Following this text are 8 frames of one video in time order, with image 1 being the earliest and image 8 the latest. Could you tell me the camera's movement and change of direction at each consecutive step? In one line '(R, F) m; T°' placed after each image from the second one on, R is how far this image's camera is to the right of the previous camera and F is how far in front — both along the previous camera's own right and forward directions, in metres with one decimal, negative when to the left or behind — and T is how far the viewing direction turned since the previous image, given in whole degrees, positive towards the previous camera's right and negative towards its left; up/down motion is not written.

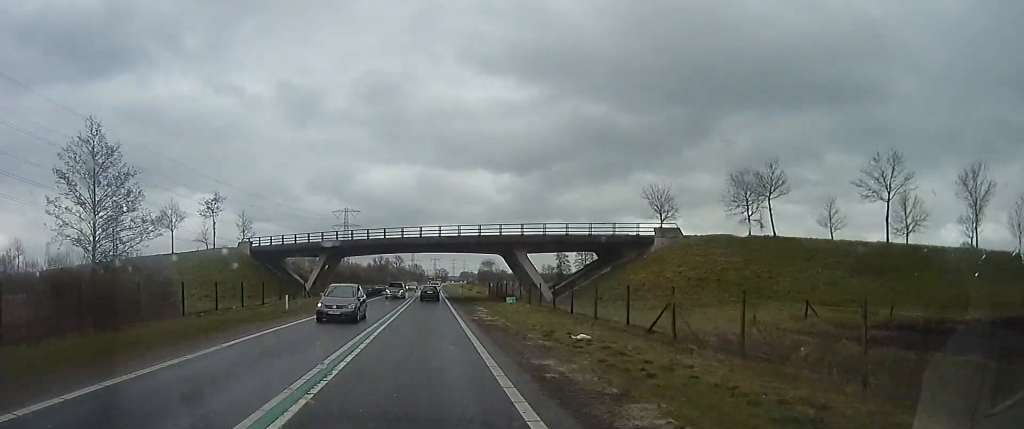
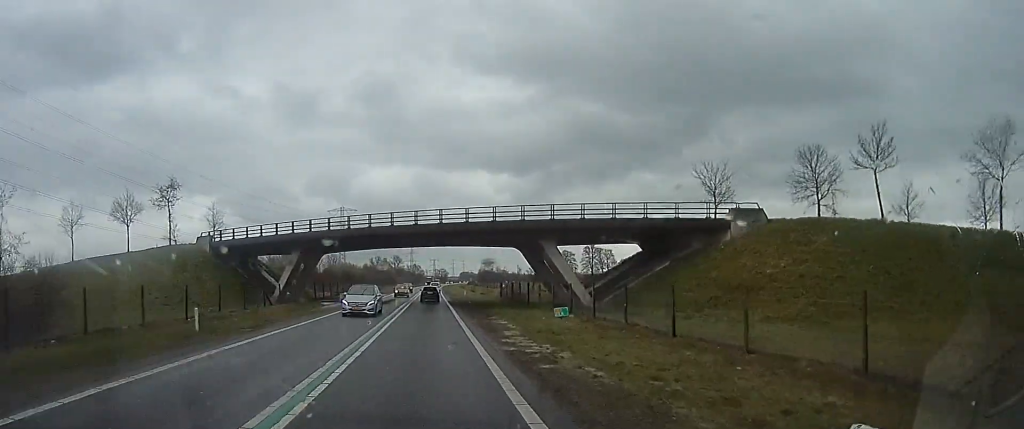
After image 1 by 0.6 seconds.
(0.0, +11.7) m; 0°
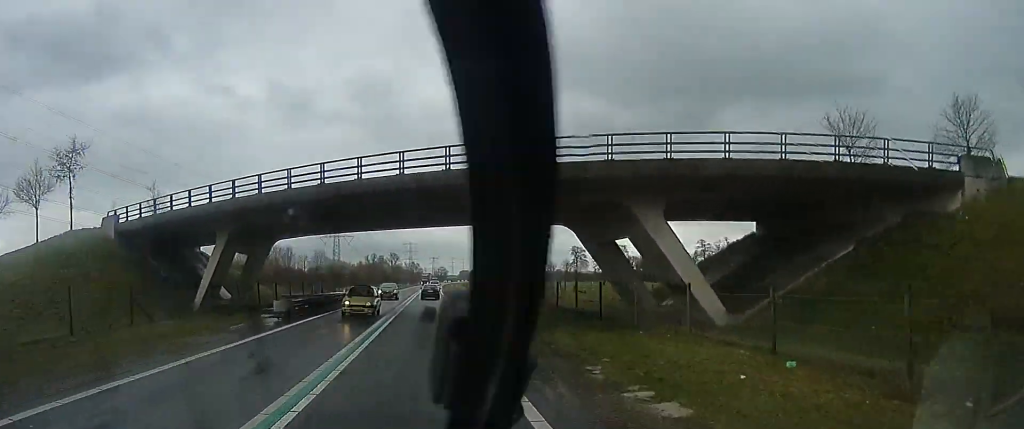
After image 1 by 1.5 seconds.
(0.0, +16.9) m; 0°
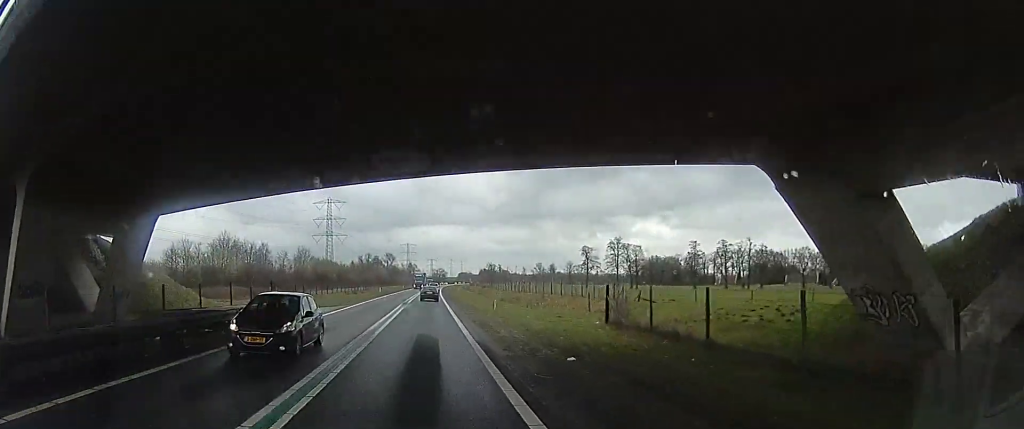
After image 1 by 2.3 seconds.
(0.0, +17.0) m; +1°
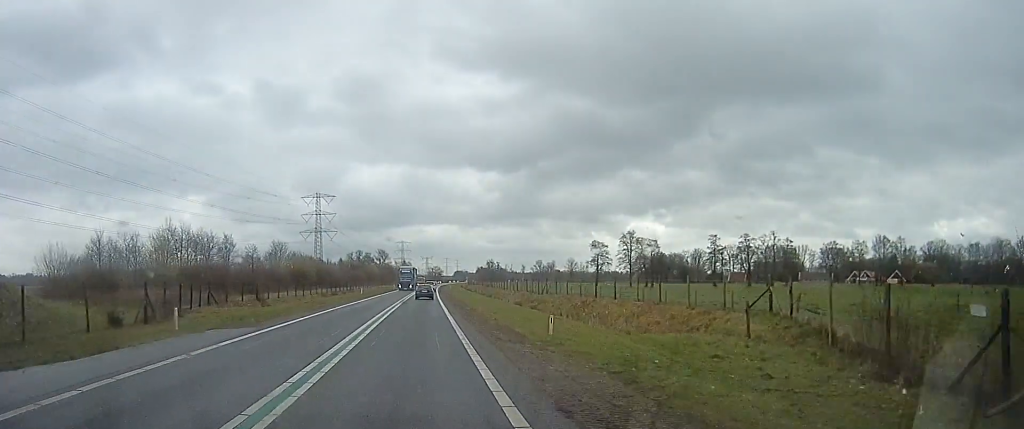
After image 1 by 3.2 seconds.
(+0.1, +17.1) m; +3°
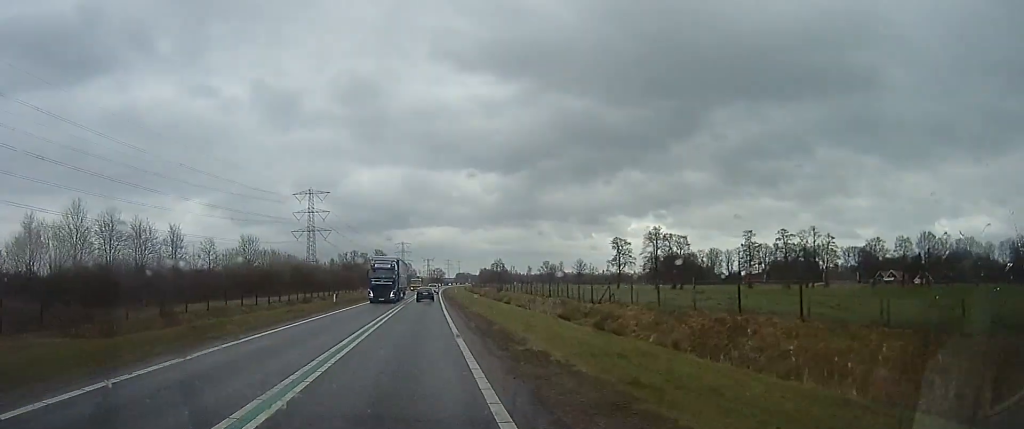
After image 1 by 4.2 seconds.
(+1.2, +19.7) m; +1°
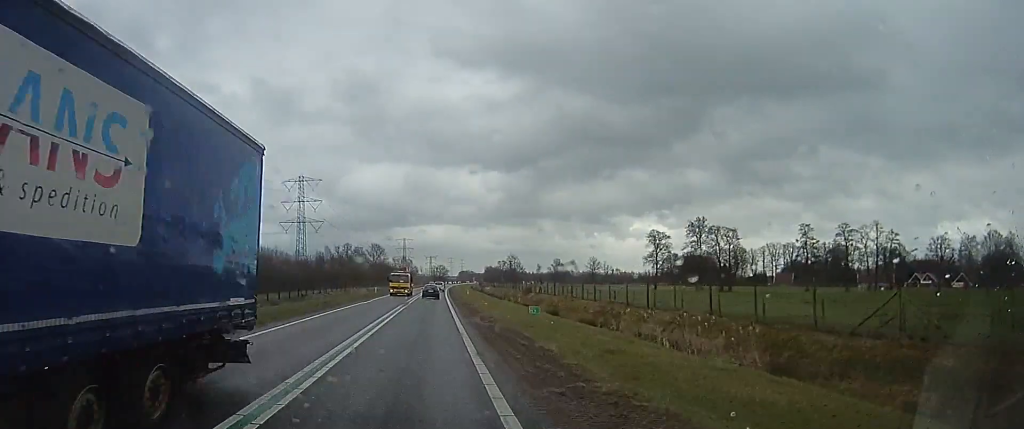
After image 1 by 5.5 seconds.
(-0.9, +25.0) m; -2°
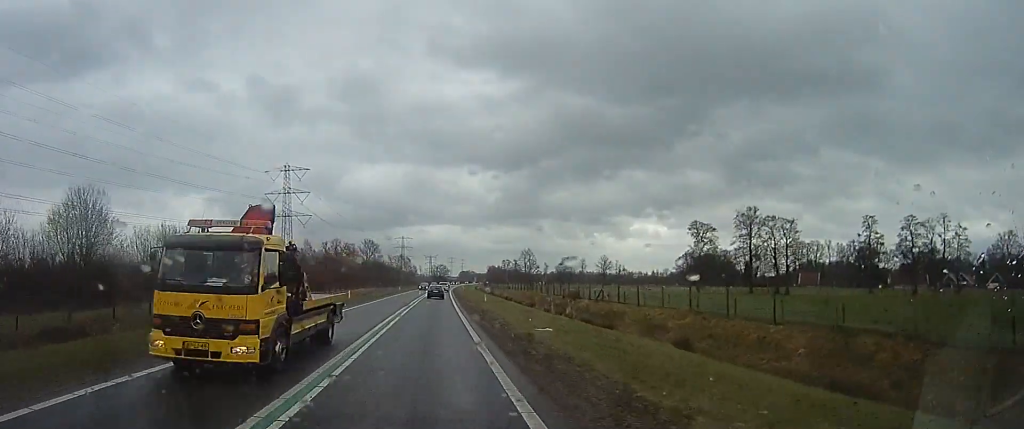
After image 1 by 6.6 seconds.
(0.0, +22.8) m; 0°
